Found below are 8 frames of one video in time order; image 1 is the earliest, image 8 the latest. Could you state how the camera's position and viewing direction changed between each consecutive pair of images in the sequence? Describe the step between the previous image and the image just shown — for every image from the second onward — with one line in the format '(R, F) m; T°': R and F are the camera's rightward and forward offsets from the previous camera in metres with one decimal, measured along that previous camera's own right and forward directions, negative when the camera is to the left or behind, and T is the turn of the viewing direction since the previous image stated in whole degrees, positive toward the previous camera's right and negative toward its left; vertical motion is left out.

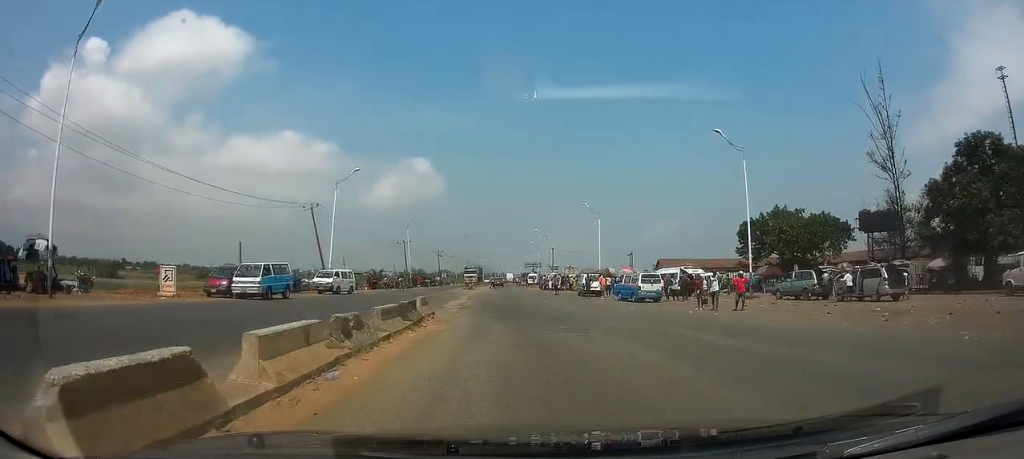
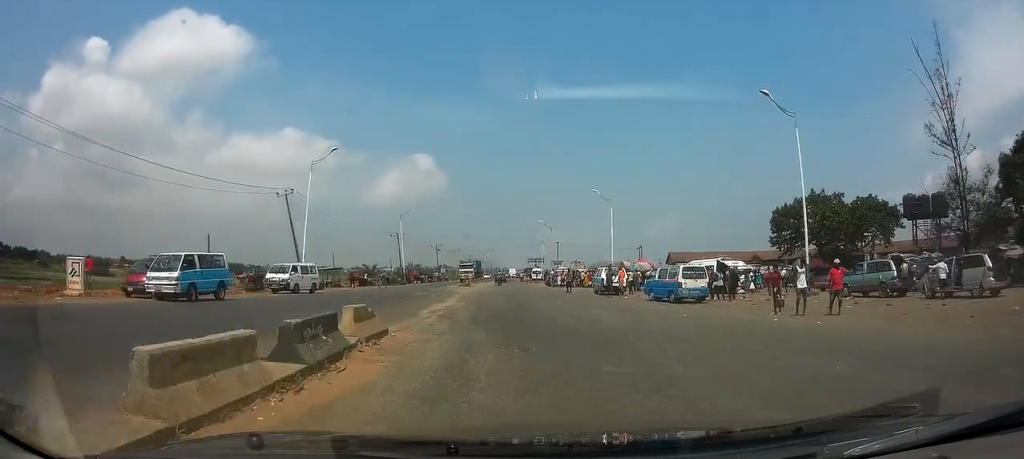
(0.0, +8.1) m; 0°
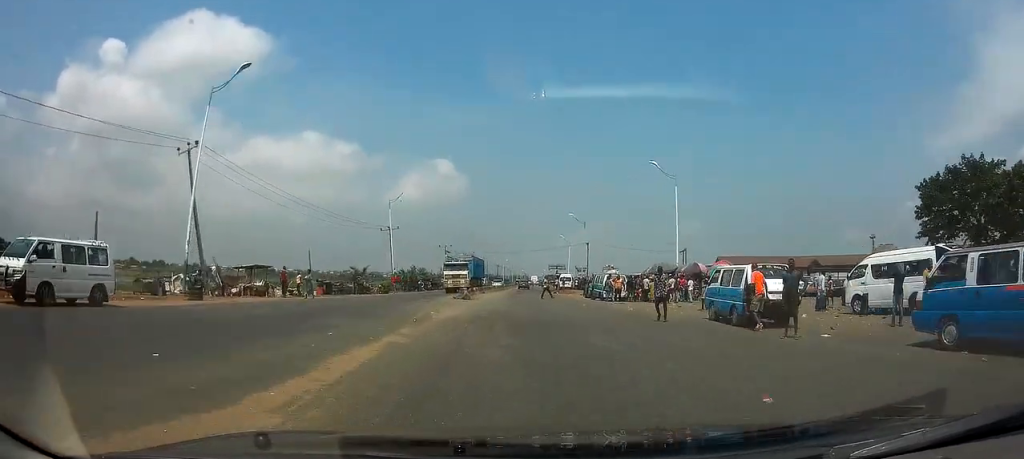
(-0.2, +20.1) m; -1°
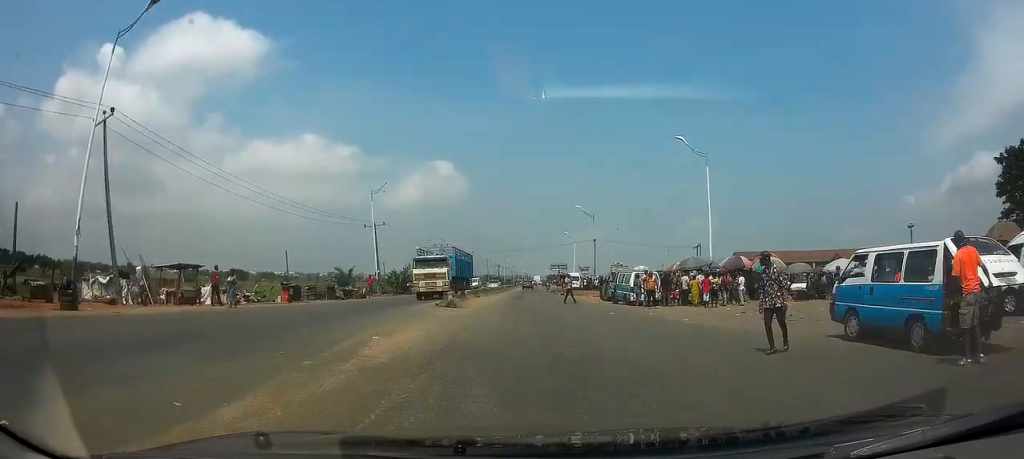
(0.0, +8.9) m; 0°
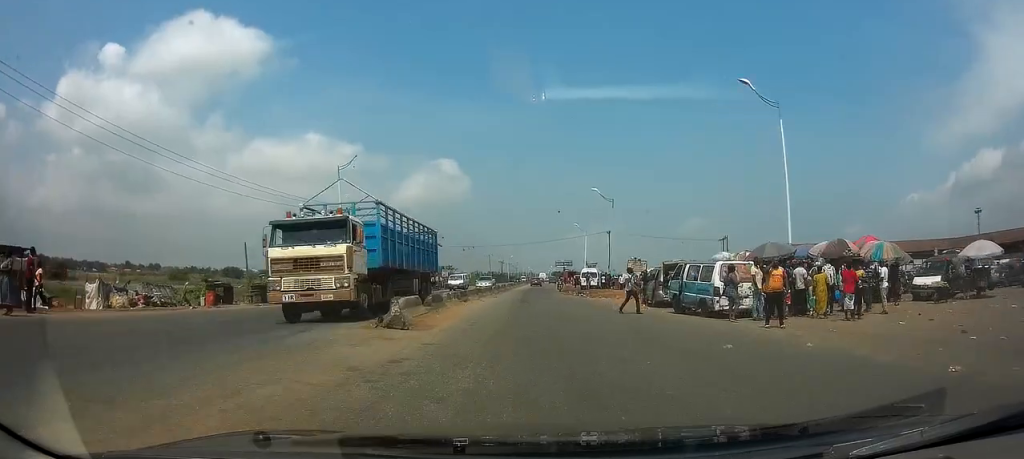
(0.0, +12.1) m; 0°
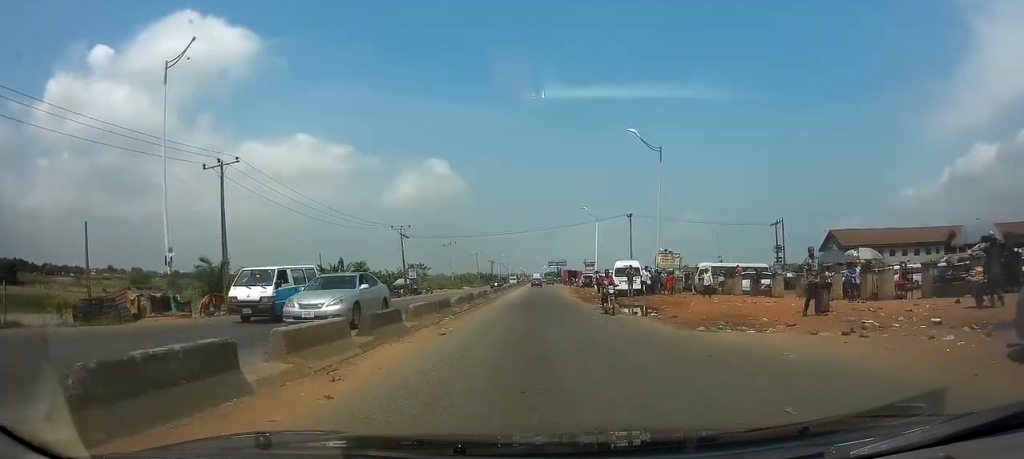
(-0.1, +23.5) m; 0°
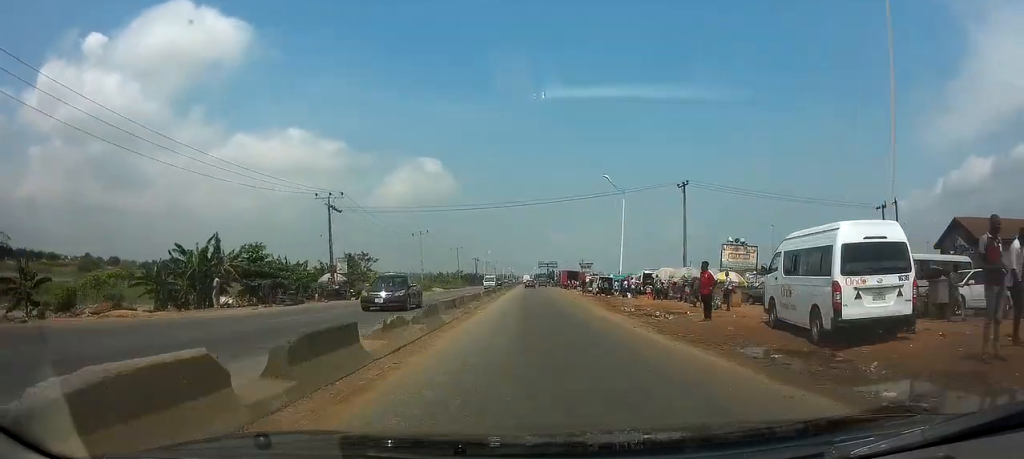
(+0.4, +26.5) m; +1°
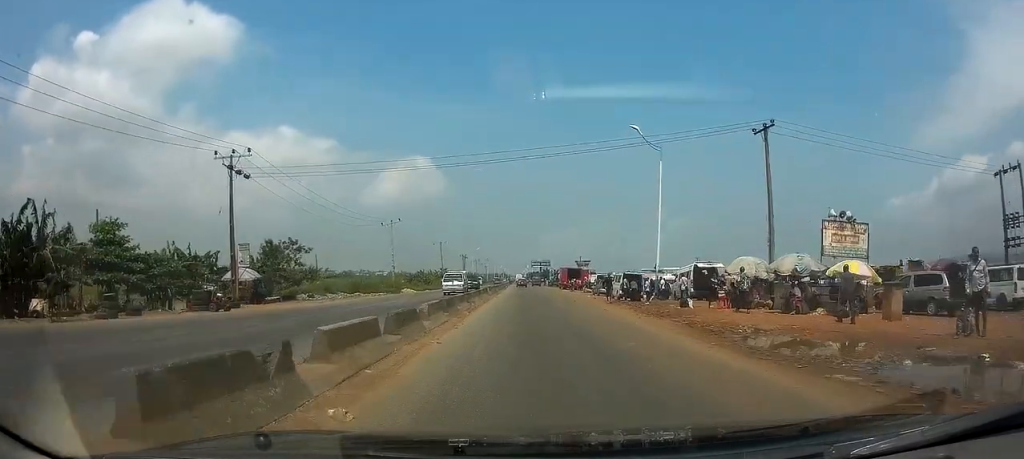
(+0.1, +17.1) m; +1°
